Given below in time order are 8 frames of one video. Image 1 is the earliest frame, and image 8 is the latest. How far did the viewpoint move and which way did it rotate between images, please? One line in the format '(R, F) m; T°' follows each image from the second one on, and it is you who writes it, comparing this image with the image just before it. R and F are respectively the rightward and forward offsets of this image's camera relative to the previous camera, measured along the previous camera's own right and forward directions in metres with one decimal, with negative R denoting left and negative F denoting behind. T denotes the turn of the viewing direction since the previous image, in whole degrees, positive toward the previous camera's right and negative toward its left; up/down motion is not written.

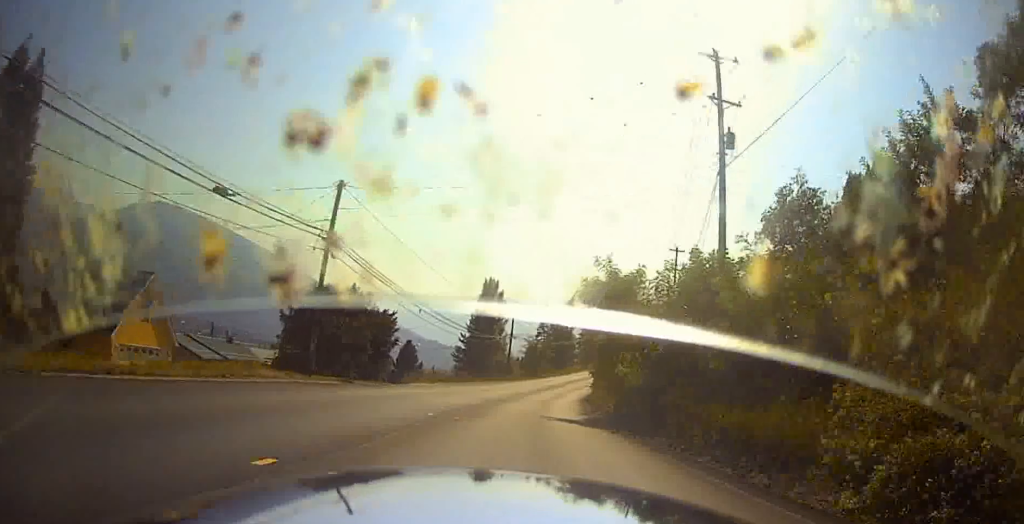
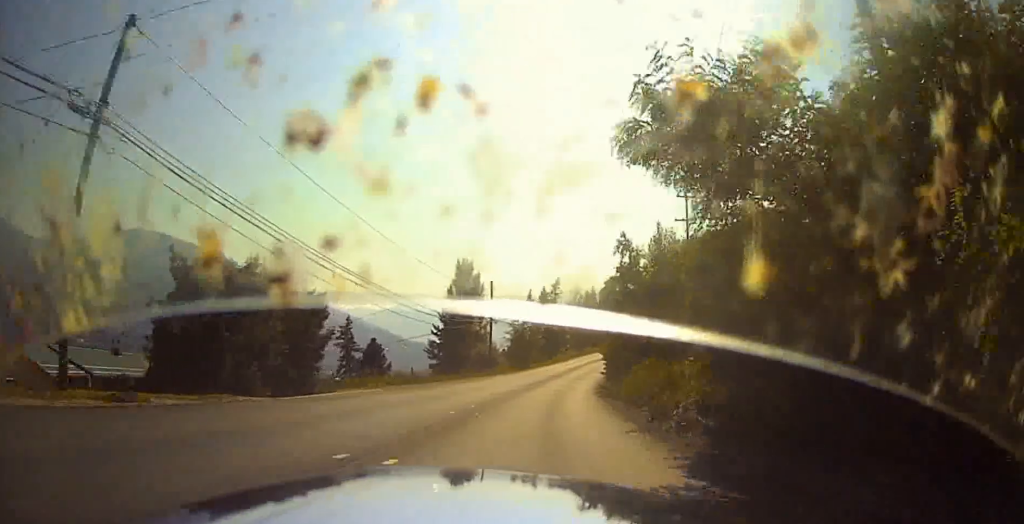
(+1.0, +12.3) m; +15°
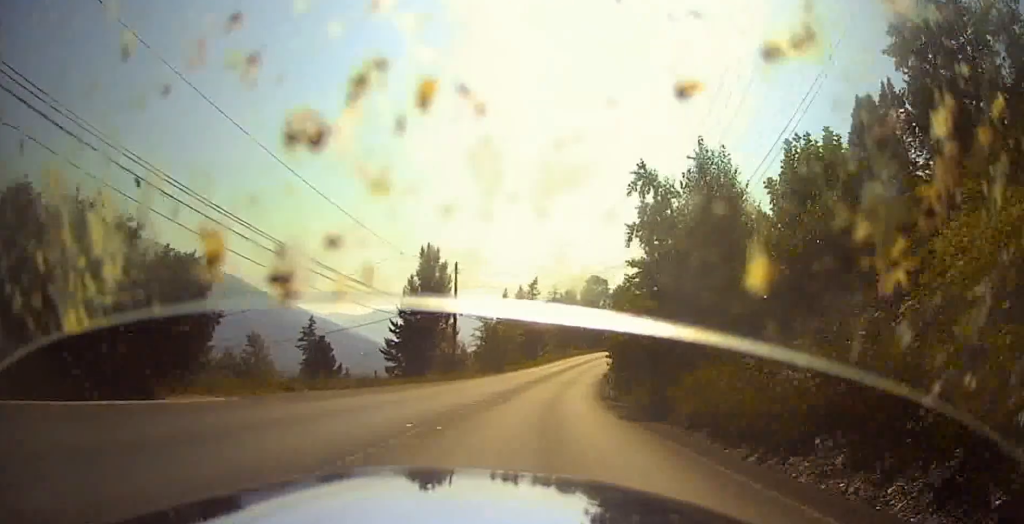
(+1.9, +9.2) m; +7°
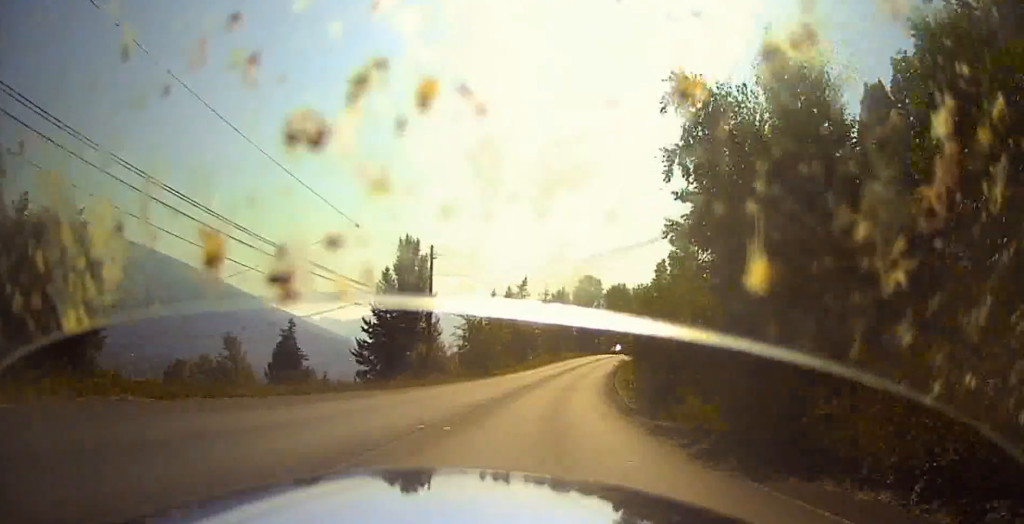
(+0.7, +6.0) m; +3°
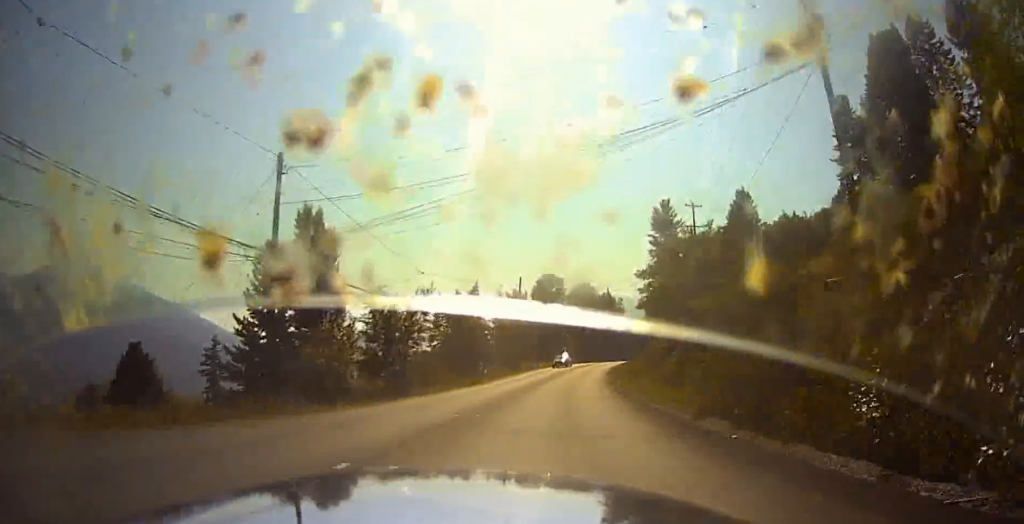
(-1.2, +16.9) m; -3°
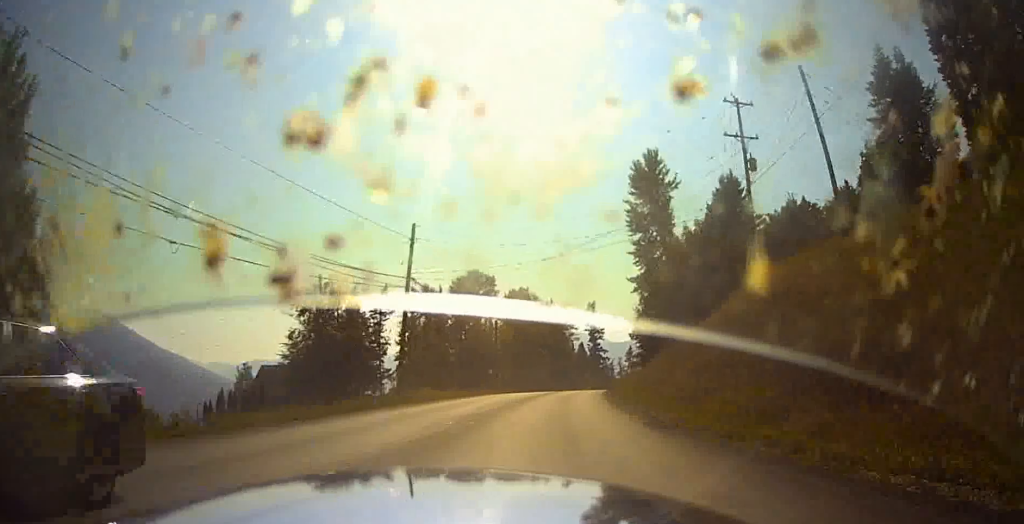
(+0.3, +29.7) m; +2°
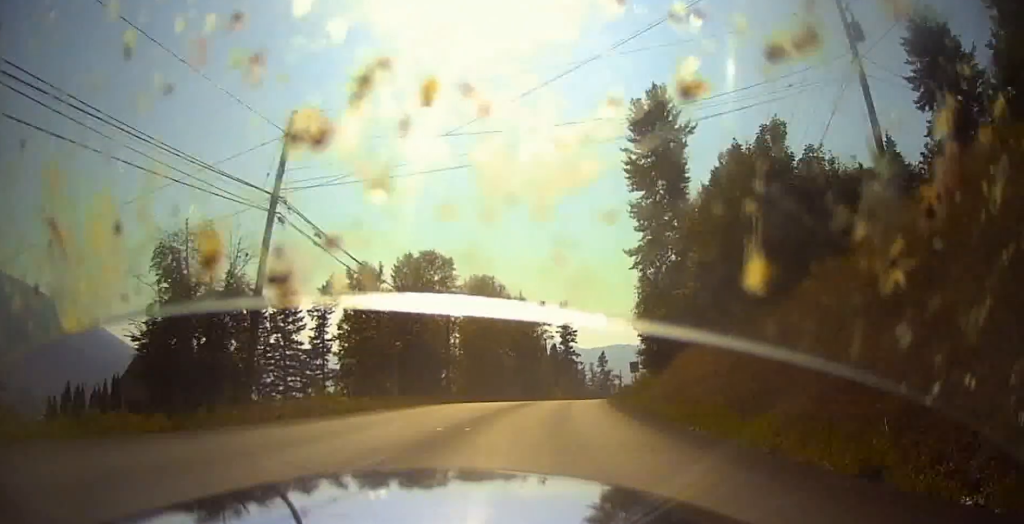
(+0.5, +15.8) m; 0°
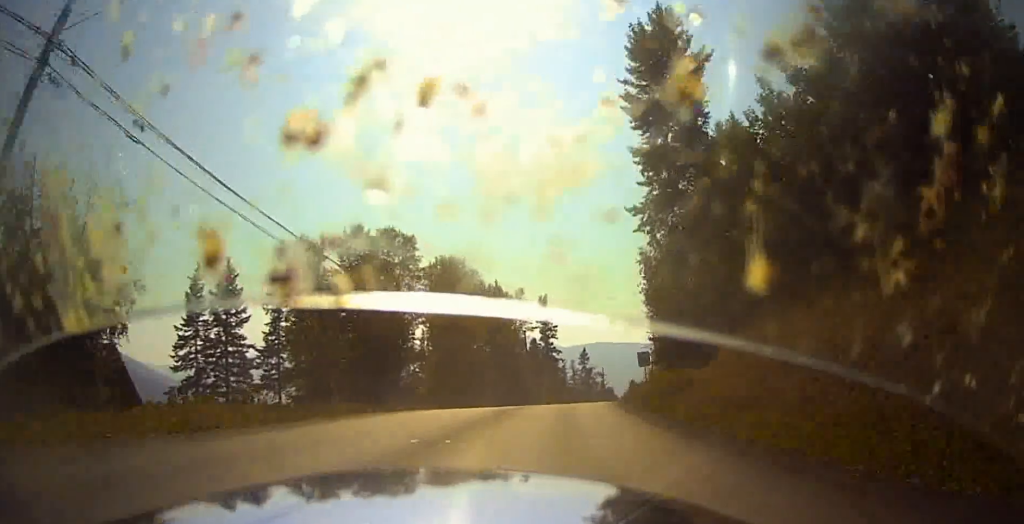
(-0.4, +11.1) m; 0°
